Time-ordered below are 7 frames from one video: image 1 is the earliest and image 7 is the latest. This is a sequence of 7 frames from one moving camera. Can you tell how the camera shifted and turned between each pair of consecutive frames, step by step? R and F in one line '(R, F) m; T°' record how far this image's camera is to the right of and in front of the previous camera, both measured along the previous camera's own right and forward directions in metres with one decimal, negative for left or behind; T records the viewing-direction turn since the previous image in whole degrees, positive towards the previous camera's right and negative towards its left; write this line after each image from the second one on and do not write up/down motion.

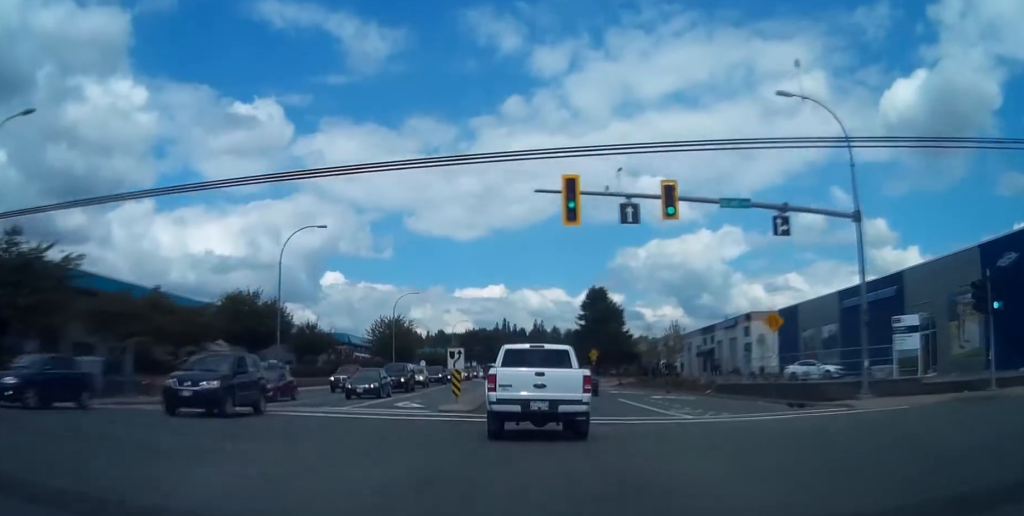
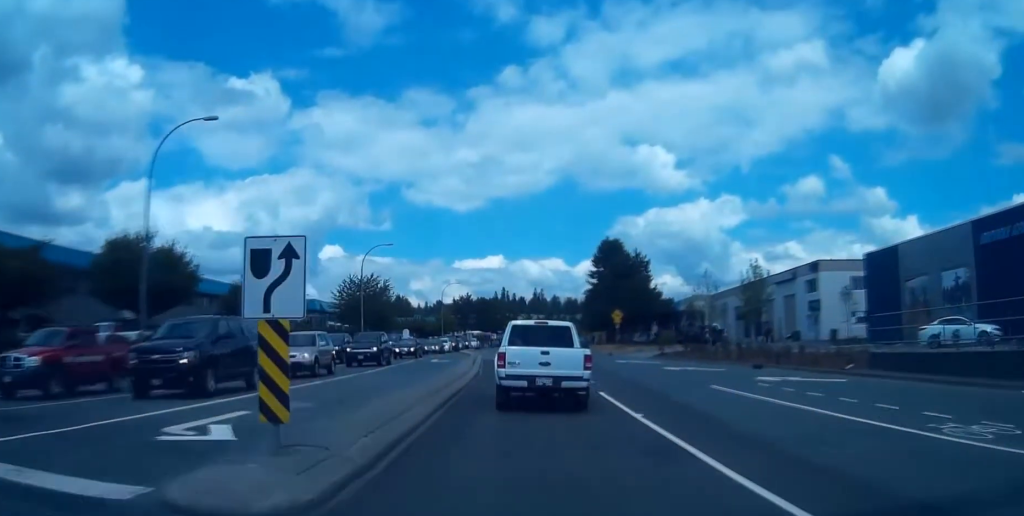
(-0.1, +20.1) m; 0°
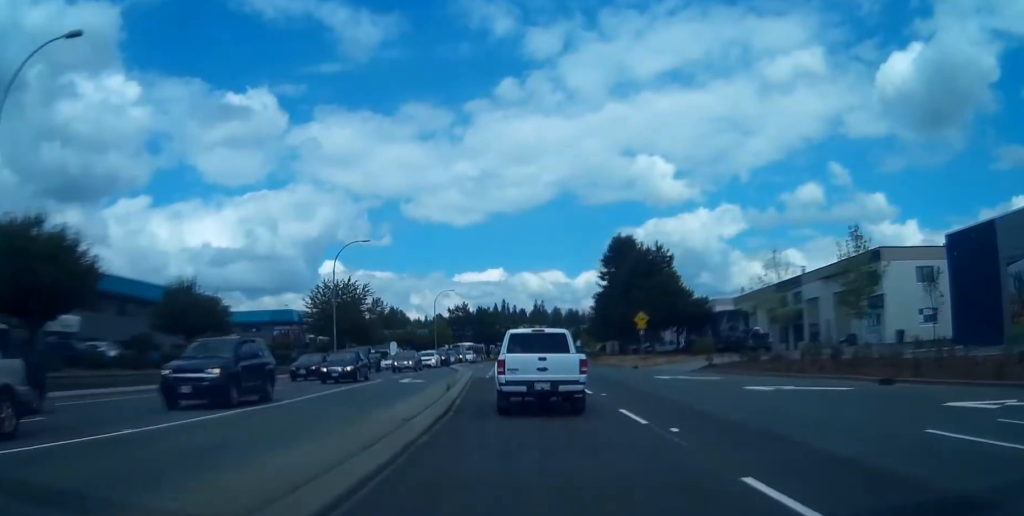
(0.0, +12.4) m; 0°
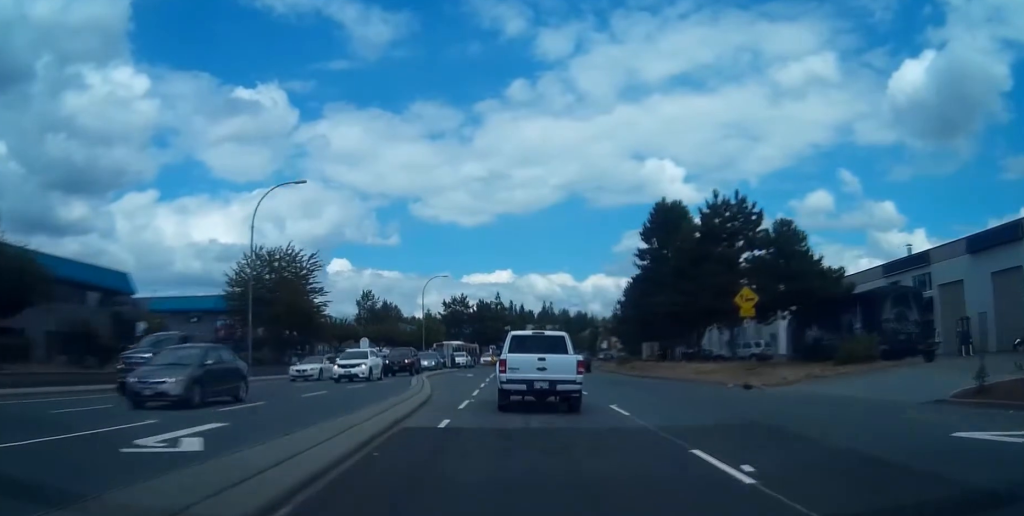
(-0.1, +23.4) m; 0°
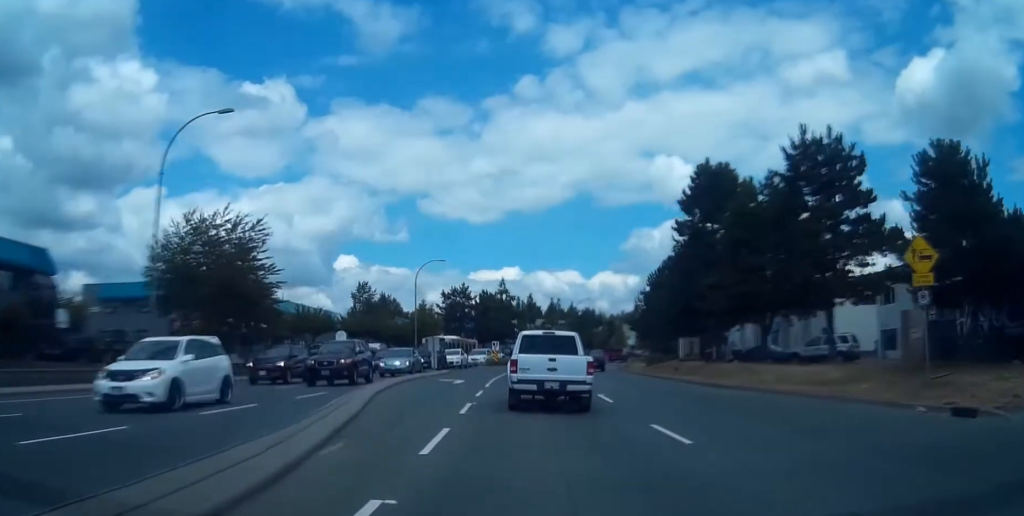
(0.0, +13.6) m; 0°
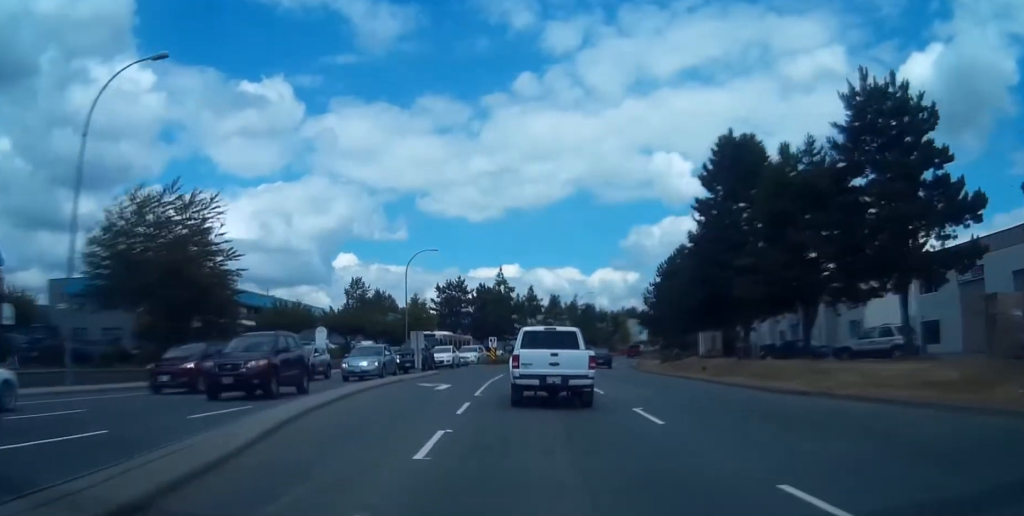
(0.0, +6.7) m; 0°
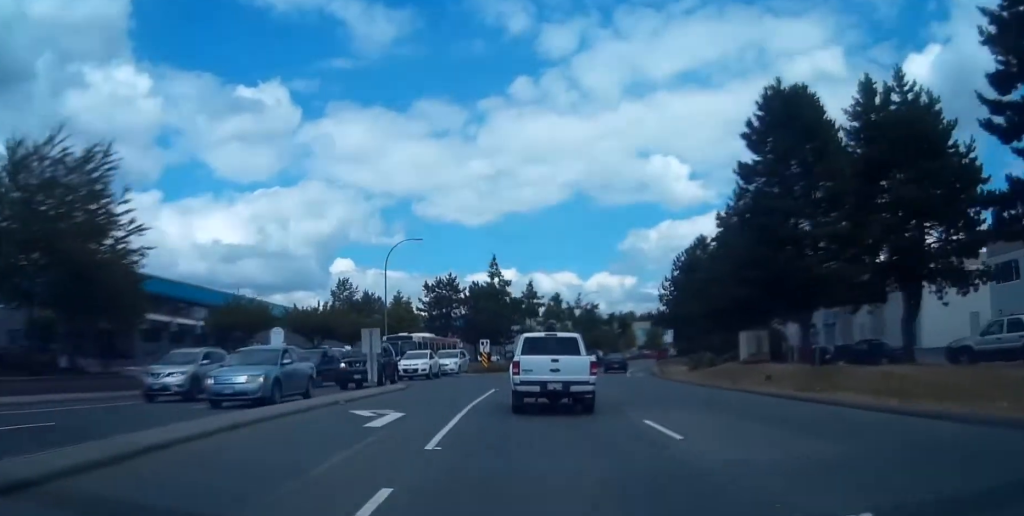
(-0.1, +10.5) m; 0°
